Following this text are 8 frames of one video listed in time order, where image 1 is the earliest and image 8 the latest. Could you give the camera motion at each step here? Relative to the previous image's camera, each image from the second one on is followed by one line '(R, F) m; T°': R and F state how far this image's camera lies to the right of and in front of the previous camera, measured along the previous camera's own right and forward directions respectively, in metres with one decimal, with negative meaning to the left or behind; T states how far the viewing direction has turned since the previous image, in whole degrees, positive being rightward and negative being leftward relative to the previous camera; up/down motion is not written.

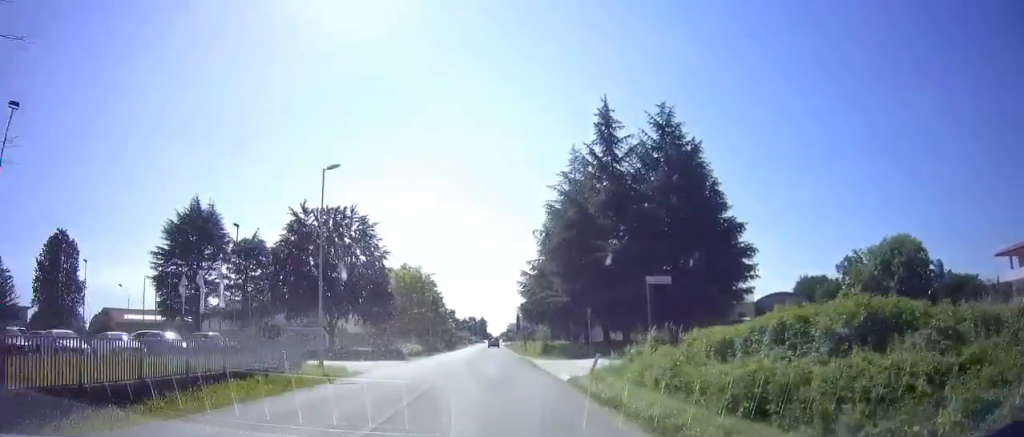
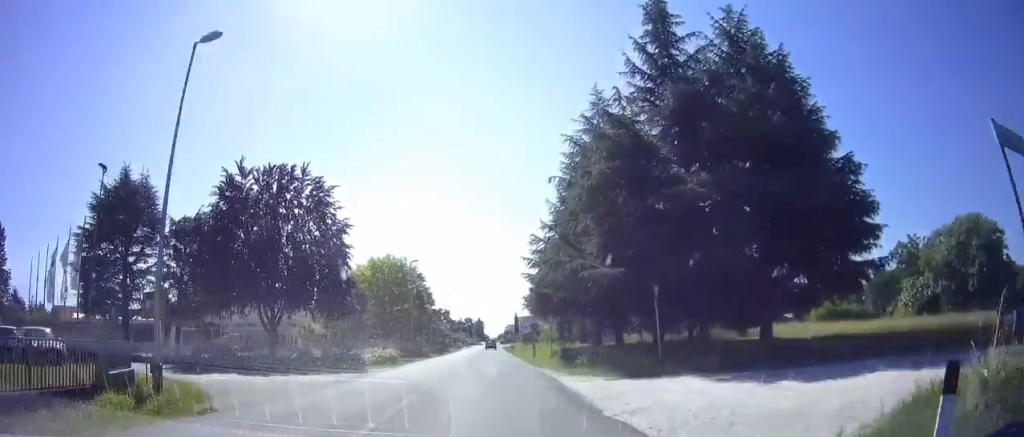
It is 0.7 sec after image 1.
(+0.2, +13.6) m; 0°
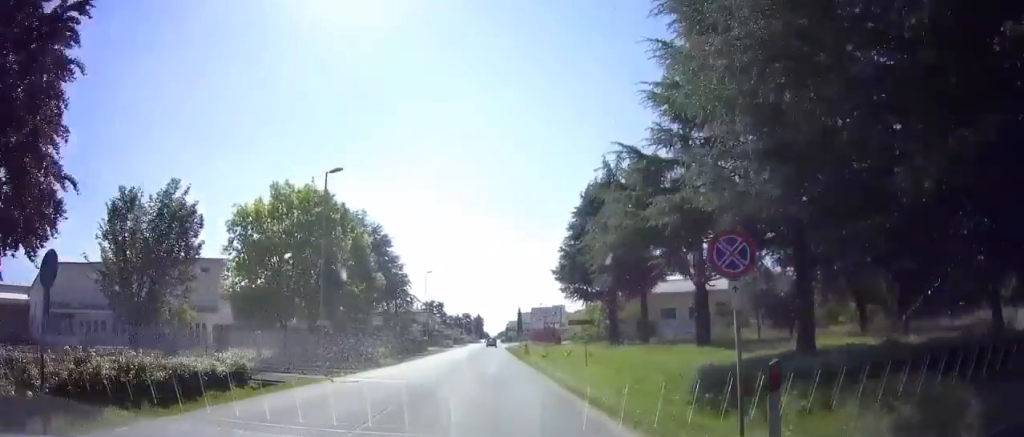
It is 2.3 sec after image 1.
(0.0, +29.9) m; +1°
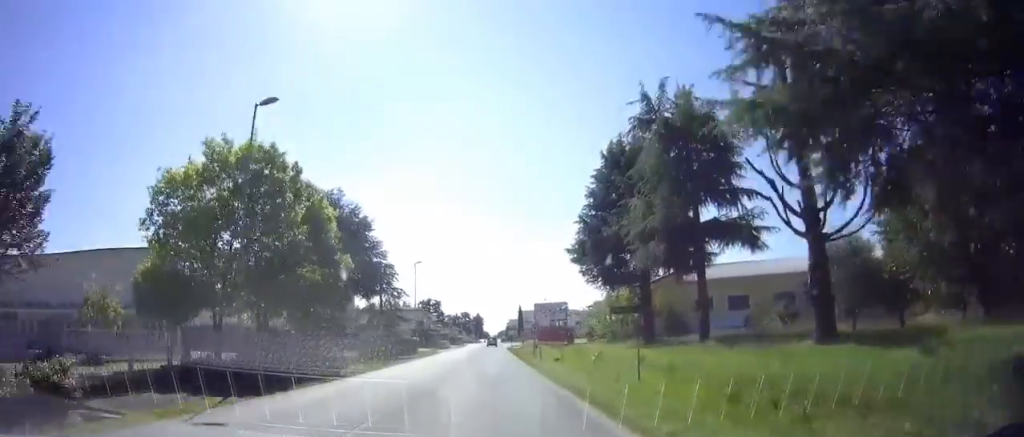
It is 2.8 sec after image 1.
(0.0, +8.1) m; 0°
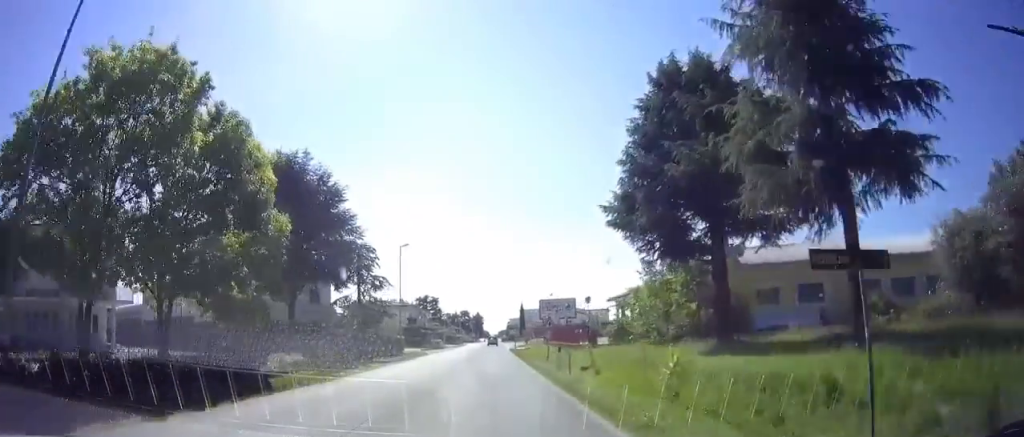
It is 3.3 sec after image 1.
(0.0, +10.0) m; -1°
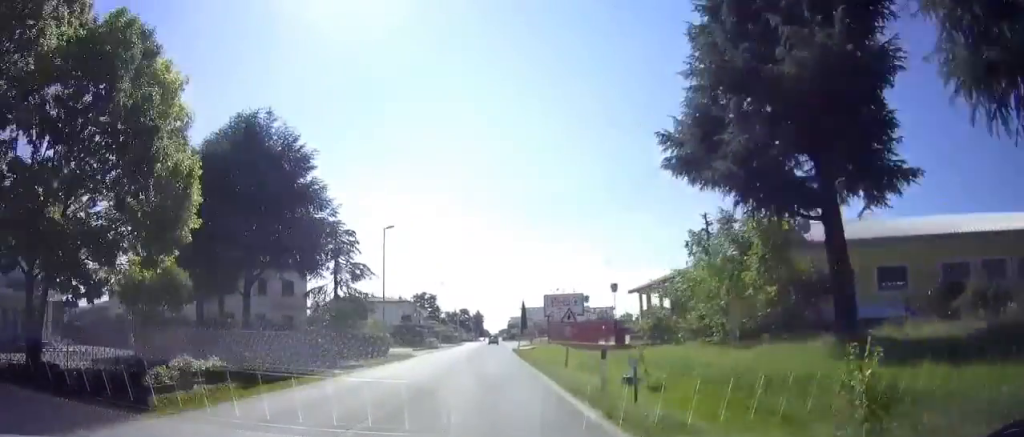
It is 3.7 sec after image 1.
(+0.1, +7.5) m; 0°
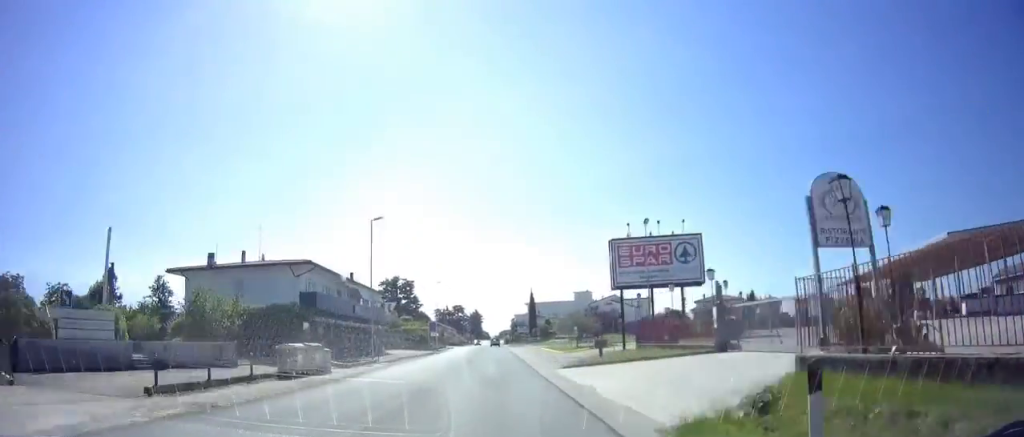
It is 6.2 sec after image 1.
(+0.3, +47.3) m; +1°
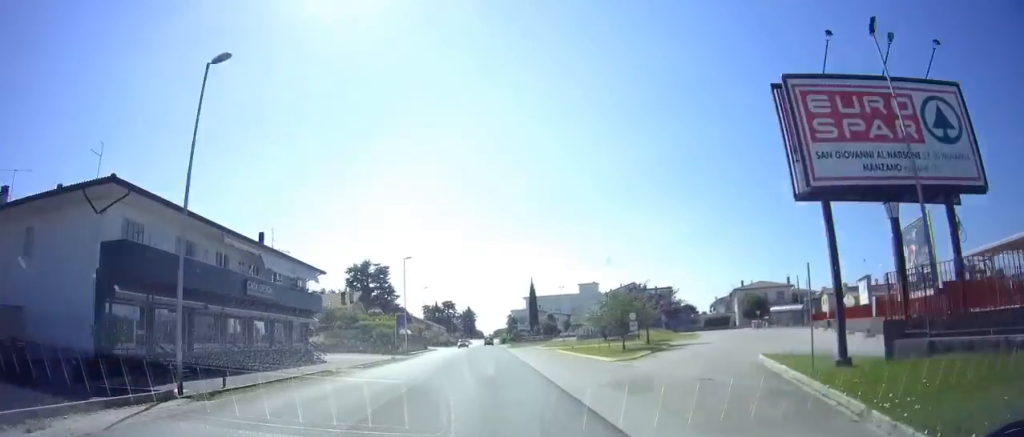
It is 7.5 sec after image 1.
(-0.4, +23.0) m; -1°
